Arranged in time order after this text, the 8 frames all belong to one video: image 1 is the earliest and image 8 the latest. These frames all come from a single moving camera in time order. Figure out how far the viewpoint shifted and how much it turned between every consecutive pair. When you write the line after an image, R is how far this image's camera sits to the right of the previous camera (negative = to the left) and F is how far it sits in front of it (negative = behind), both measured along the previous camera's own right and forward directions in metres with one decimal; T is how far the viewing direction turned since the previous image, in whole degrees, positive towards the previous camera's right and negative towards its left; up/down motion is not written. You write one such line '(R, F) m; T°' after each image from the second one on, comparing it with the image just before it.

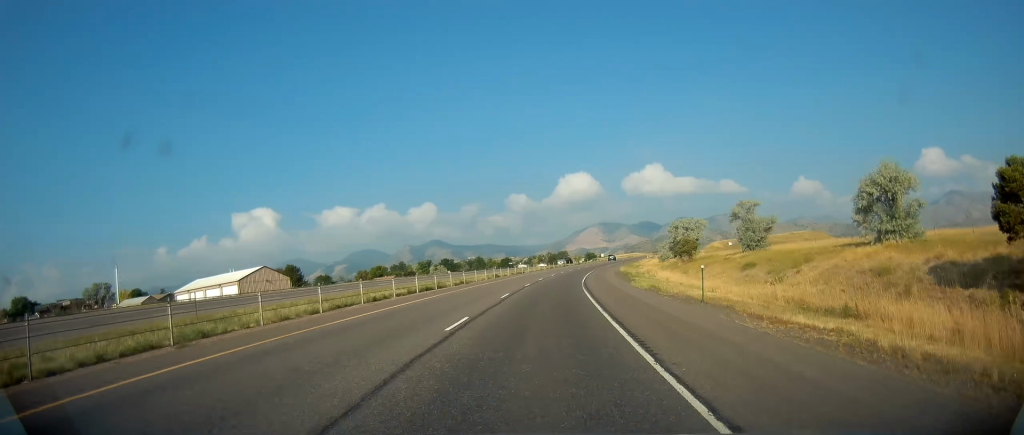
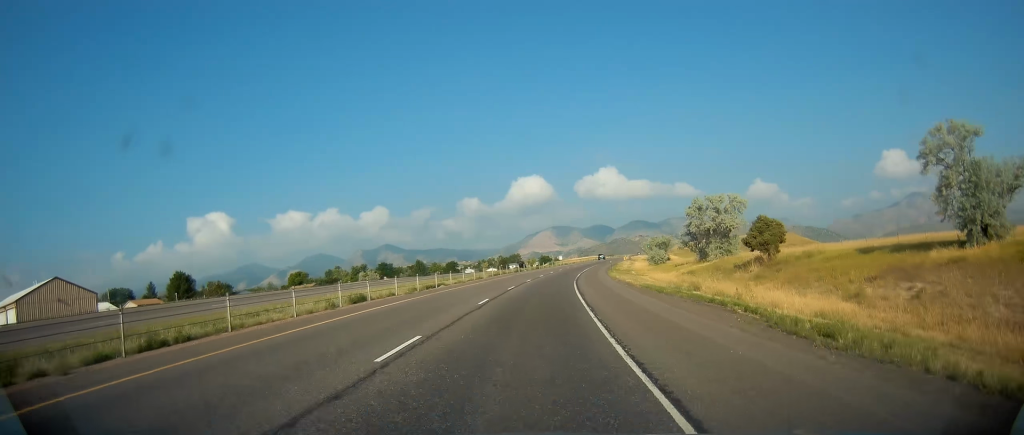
(+2.0, +40.7) m; +5°
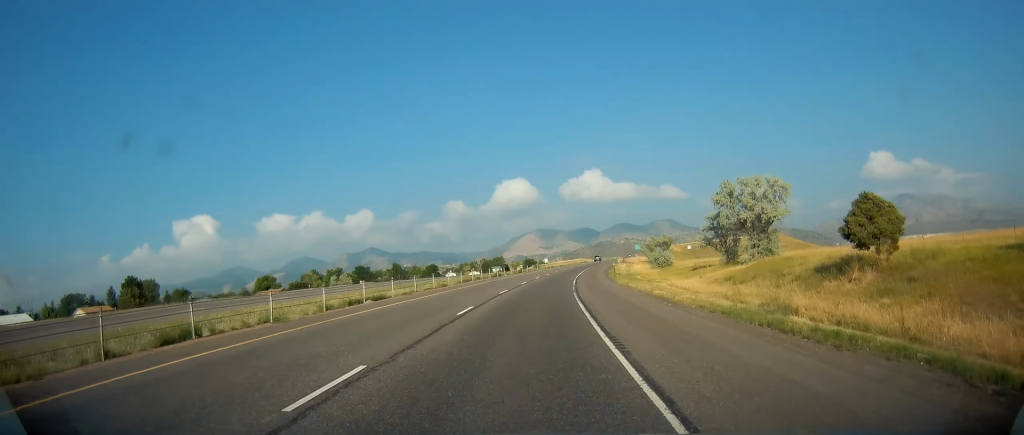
(+0.1, +15.4) m; +2°
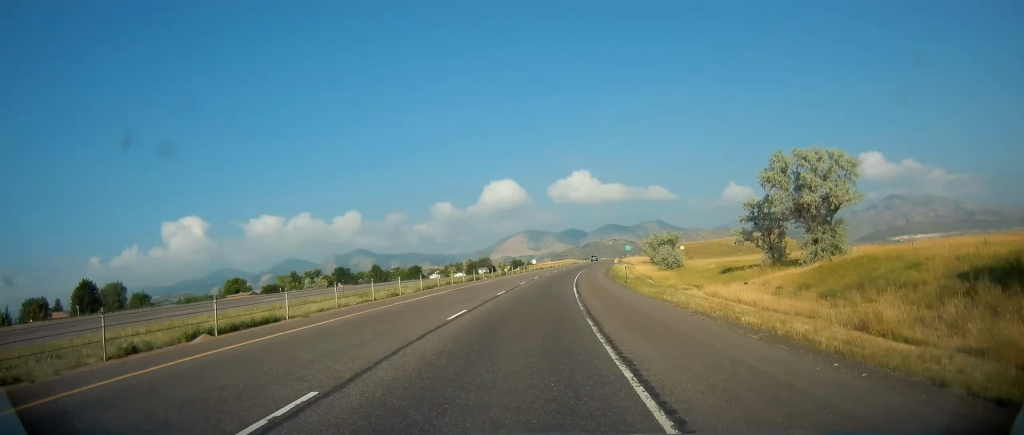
(+0.3, +13.6) m; +1°
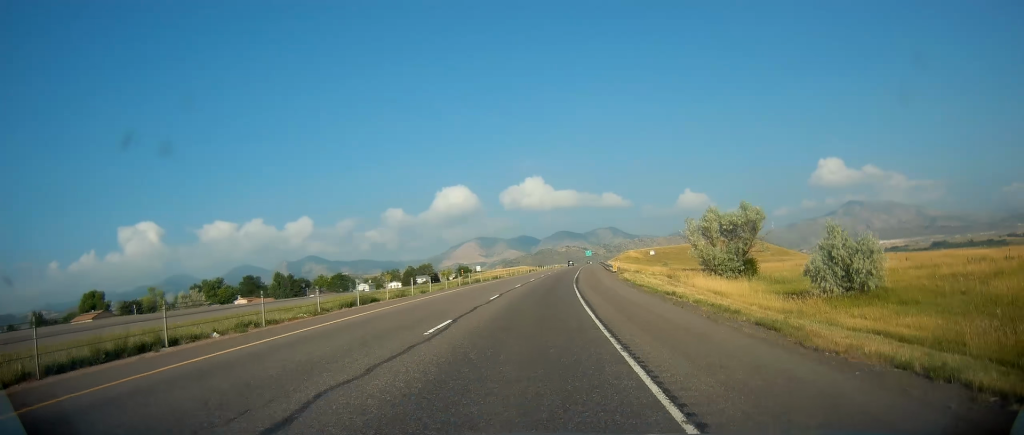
(+1.9, +51.7) m; +4°
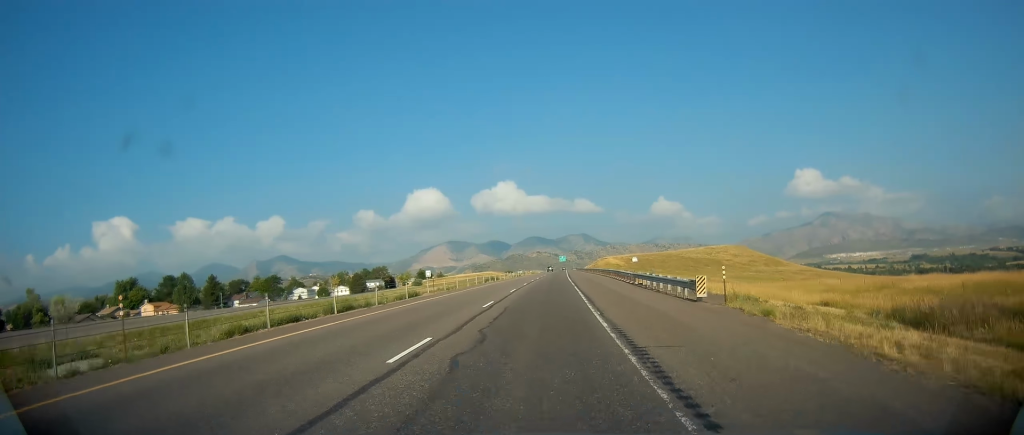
(+1.2, +39.7) m; +3°
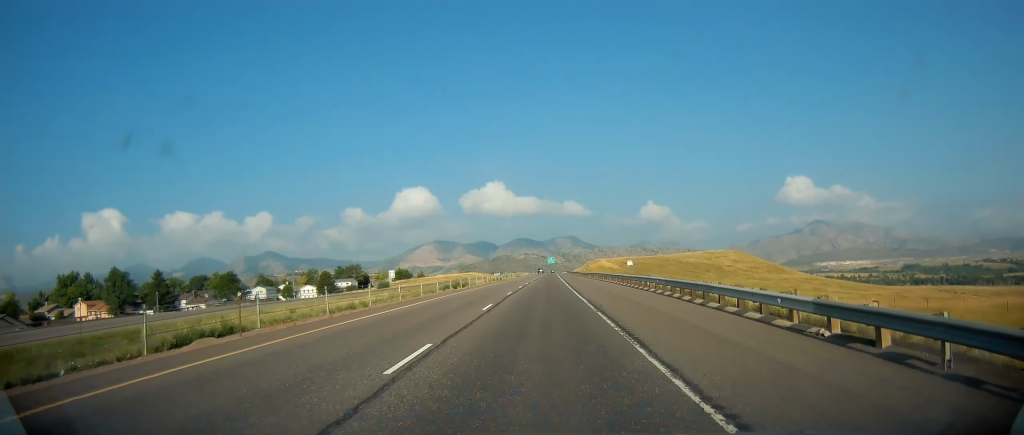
(+0.3, +25.3) m; +1°
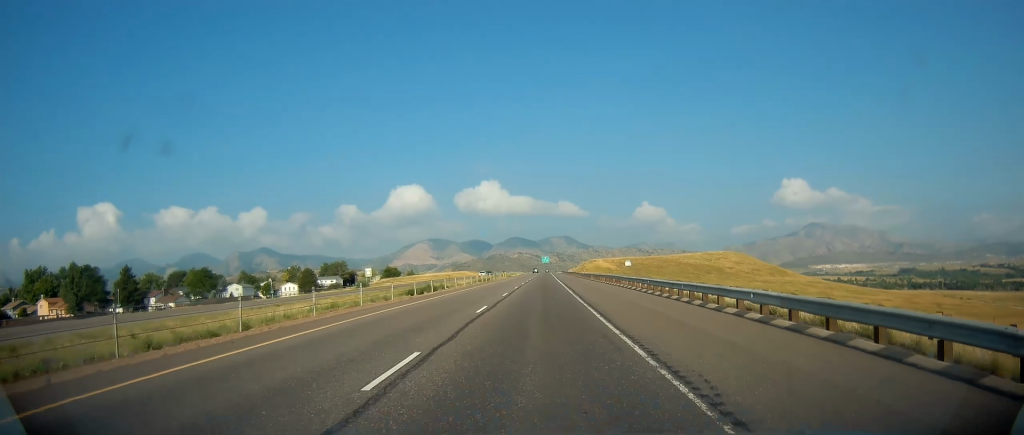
(0.0, +13.2) m; +1°
